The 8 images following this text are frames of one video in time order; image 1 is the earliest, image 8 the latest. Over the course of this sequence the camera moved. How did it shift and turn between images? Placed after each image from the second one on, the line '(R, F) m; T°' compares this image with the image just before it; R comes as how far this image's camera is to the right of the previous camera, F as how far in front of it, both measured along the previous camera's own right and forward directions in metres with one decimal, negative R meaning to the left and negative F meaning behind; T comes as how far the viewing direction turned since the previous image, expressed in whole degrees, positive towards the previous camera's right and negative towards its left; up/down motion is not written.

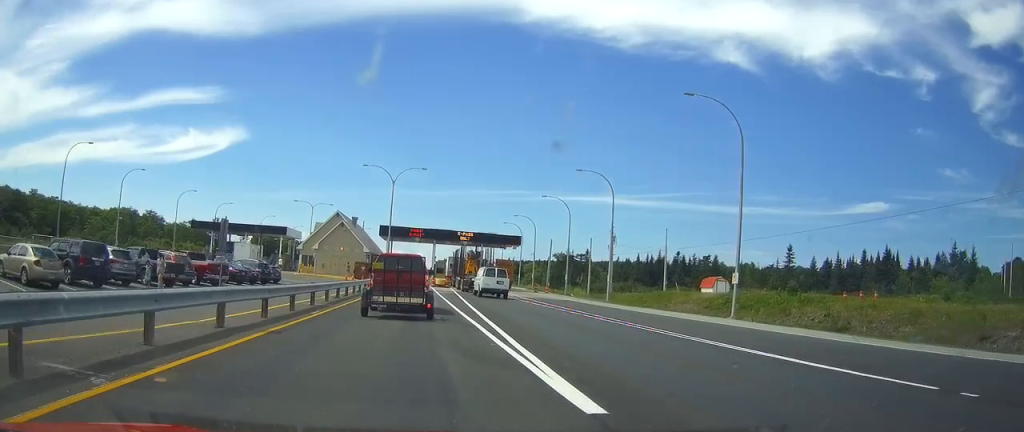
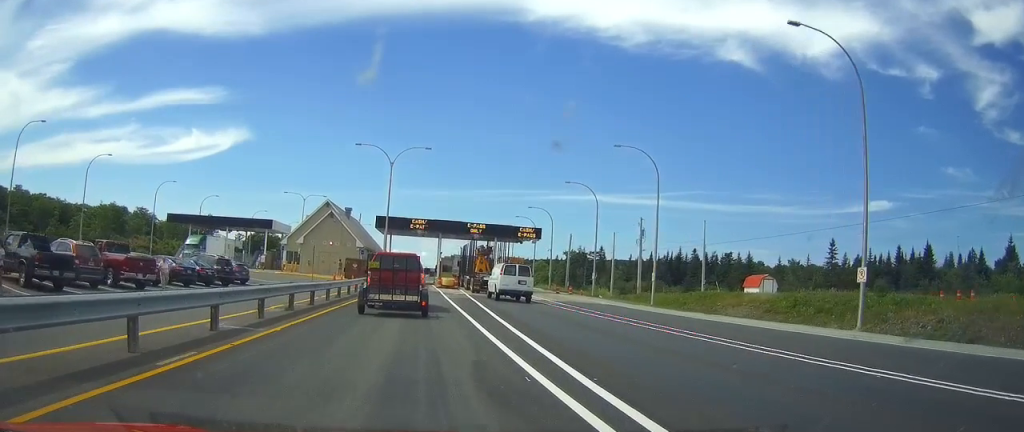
(0.0, +12.0) m; -1°
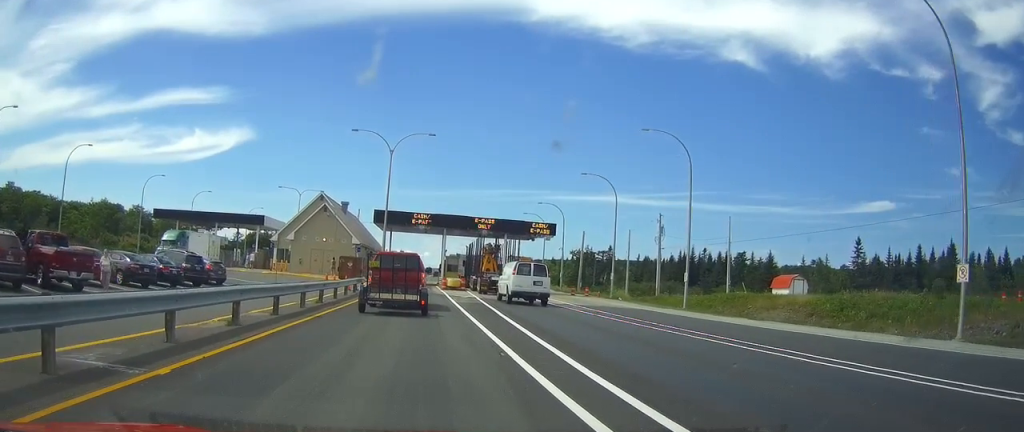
(-0.1, +6.3) m; -1°
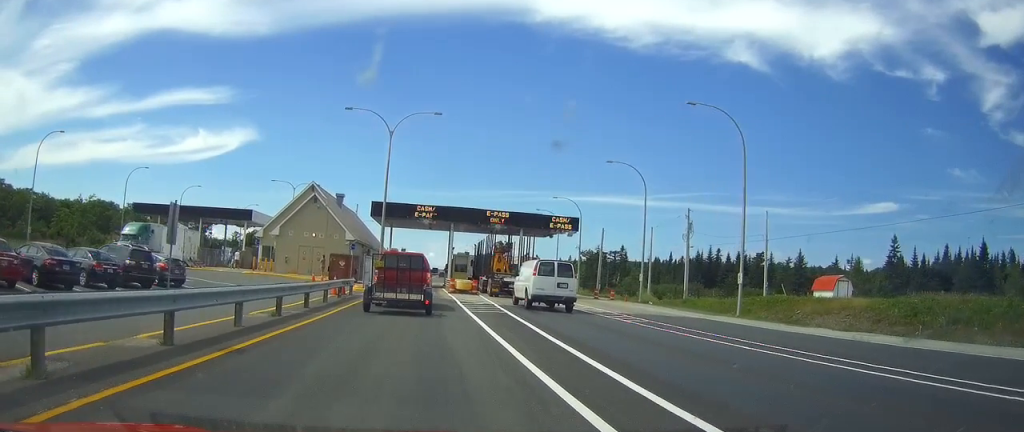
(-0.1, +7.9) m; 0°
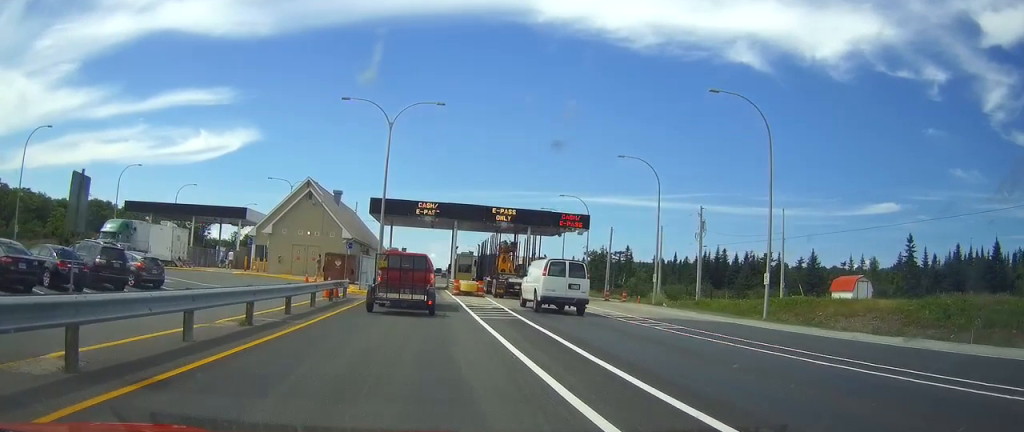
(0.0, +3.1) m; 0°
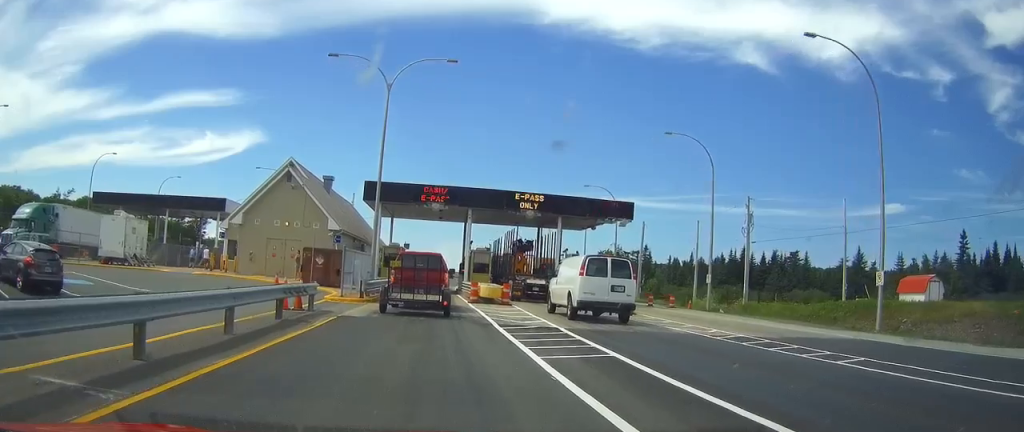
(+0.1, +10.1) m; 0°
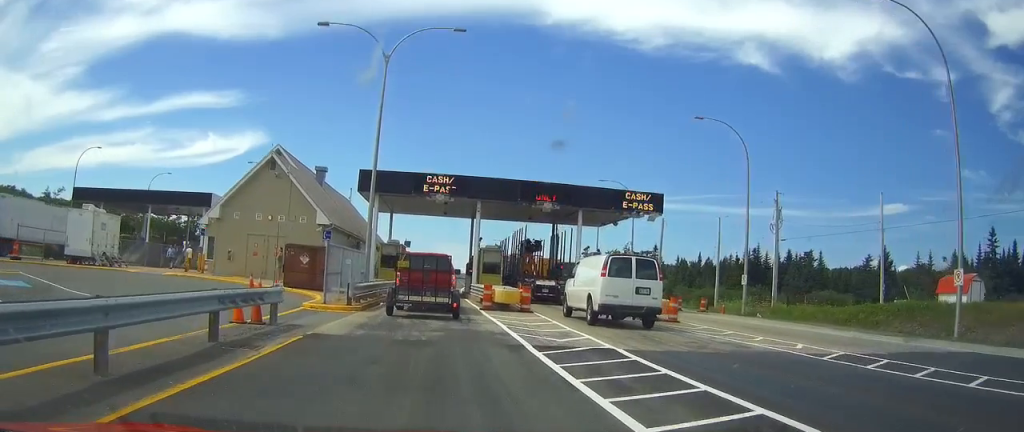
(-0.1, +5.3) m; 0°
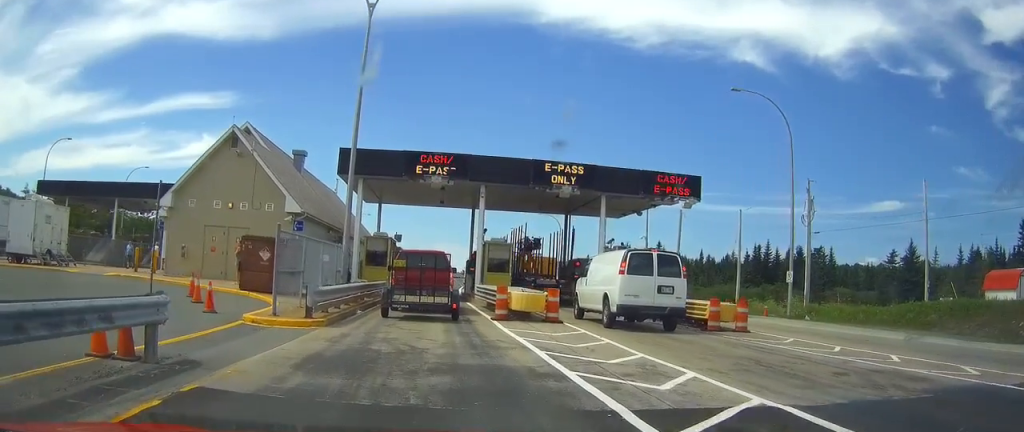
(+0.1, +6.7) m; +3°
